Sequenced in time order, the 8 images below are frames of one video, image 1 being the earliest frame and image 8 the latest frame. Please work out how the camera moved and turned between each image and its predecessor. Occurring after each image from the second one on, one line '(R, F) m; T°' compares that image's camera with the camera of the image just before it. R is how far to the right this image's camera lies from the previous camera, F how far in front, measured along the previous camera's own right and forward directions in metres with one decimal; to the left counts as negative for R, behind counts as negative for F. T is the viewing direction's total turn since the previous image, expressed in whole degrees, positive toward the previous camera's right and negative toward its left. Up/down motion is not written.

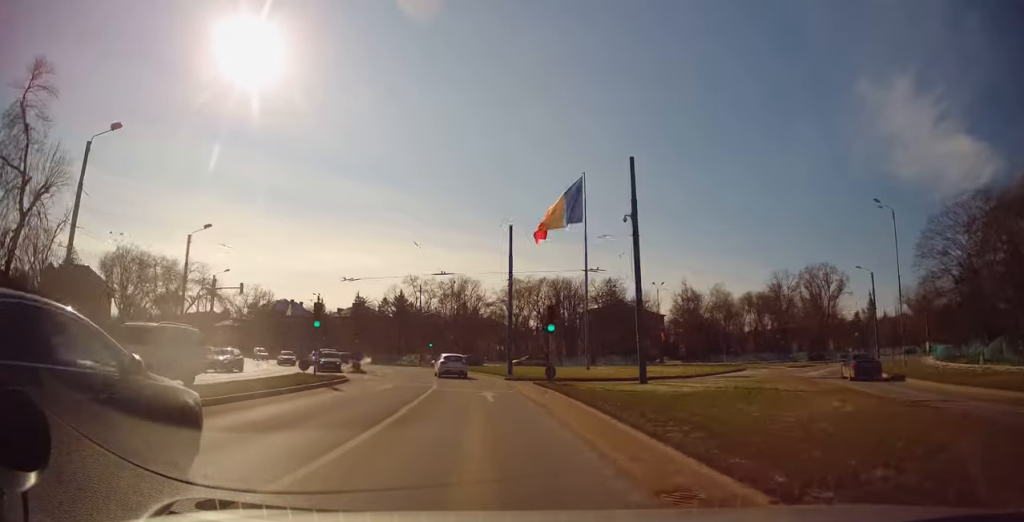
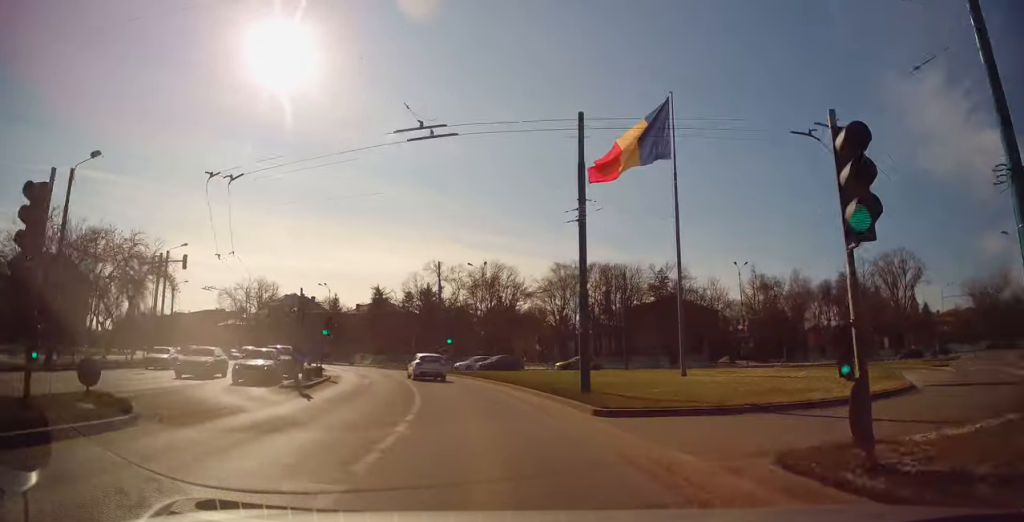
(-0.1, +17.1) m; -3°
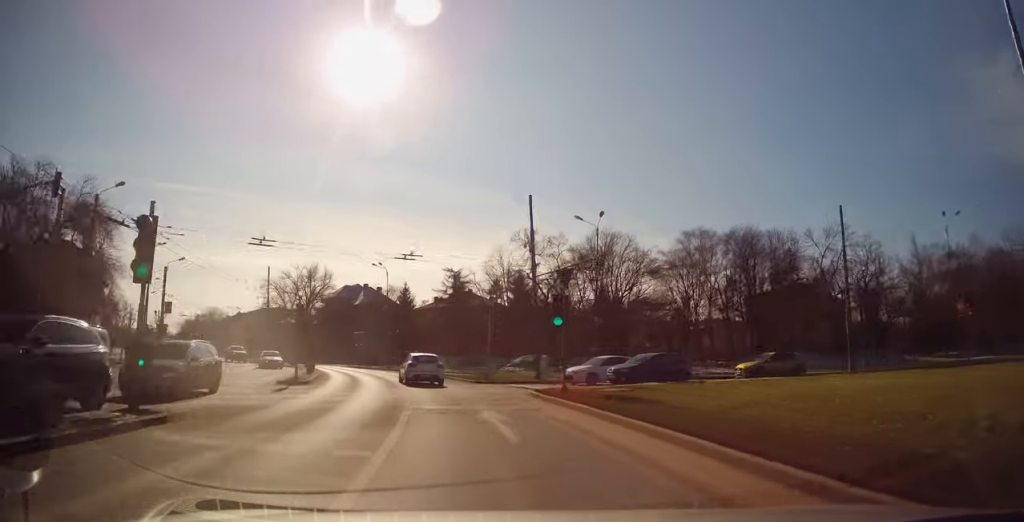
(-1.4, +21.7) m; -8°
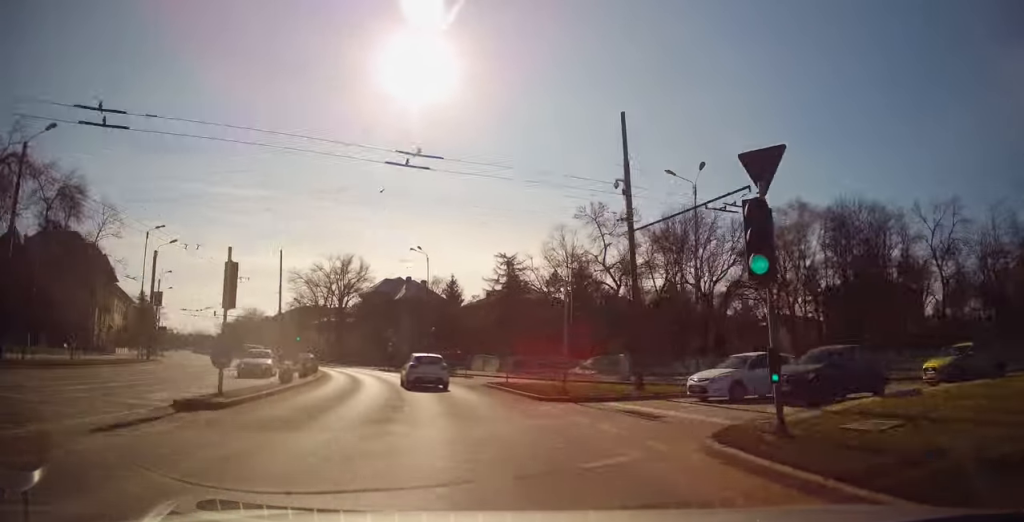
(-0.4, +10.7) m; -5°
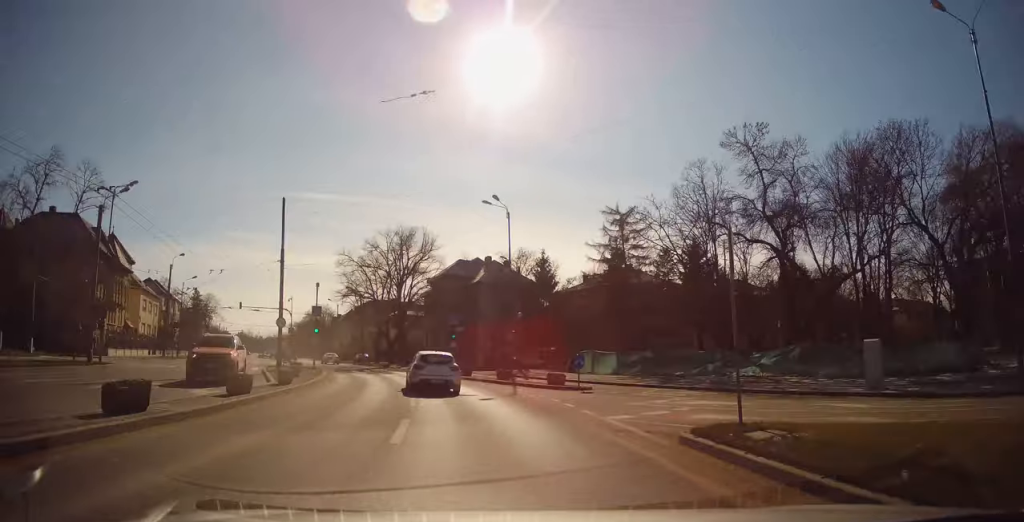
(-1.3, +17.2) m; -9°
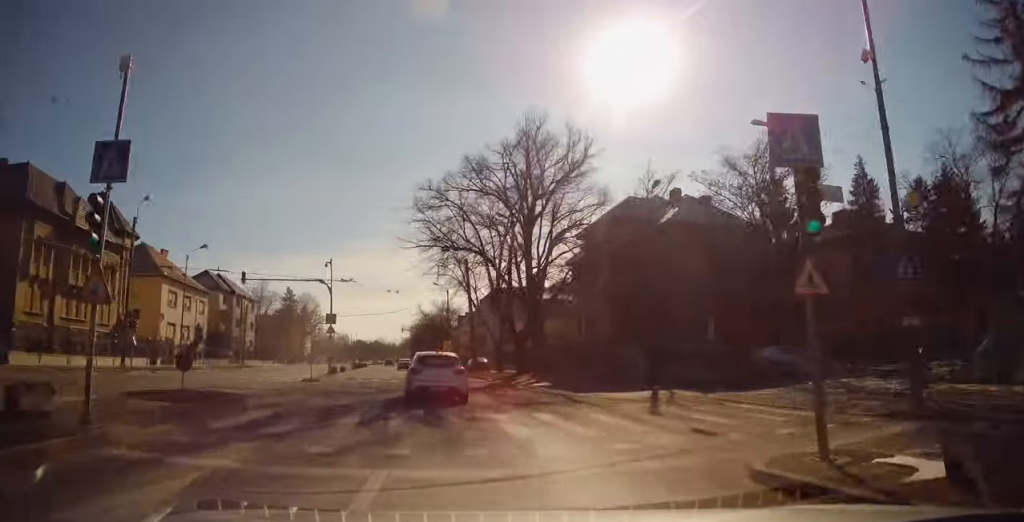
(-4.2, +29.7) m; -16°
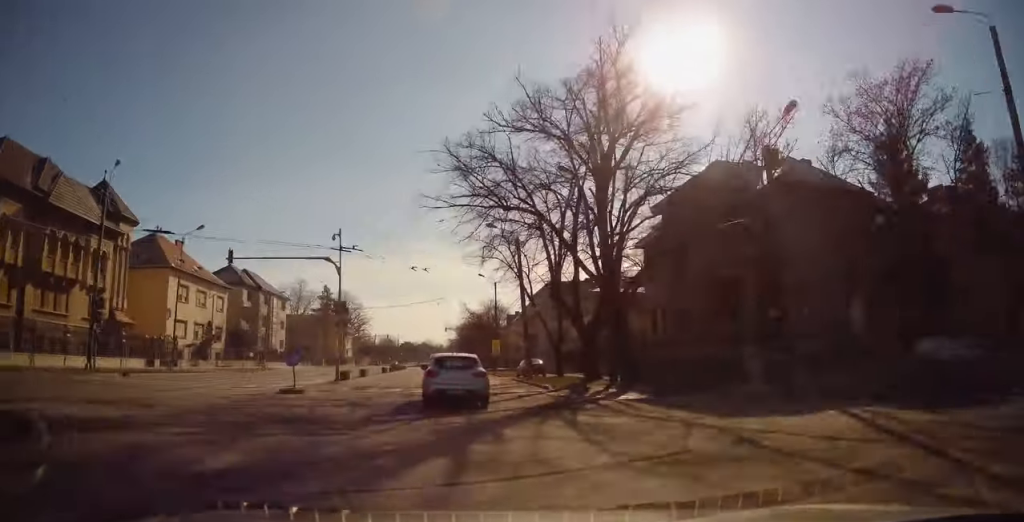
(-0.2, +8.6) m; -4°
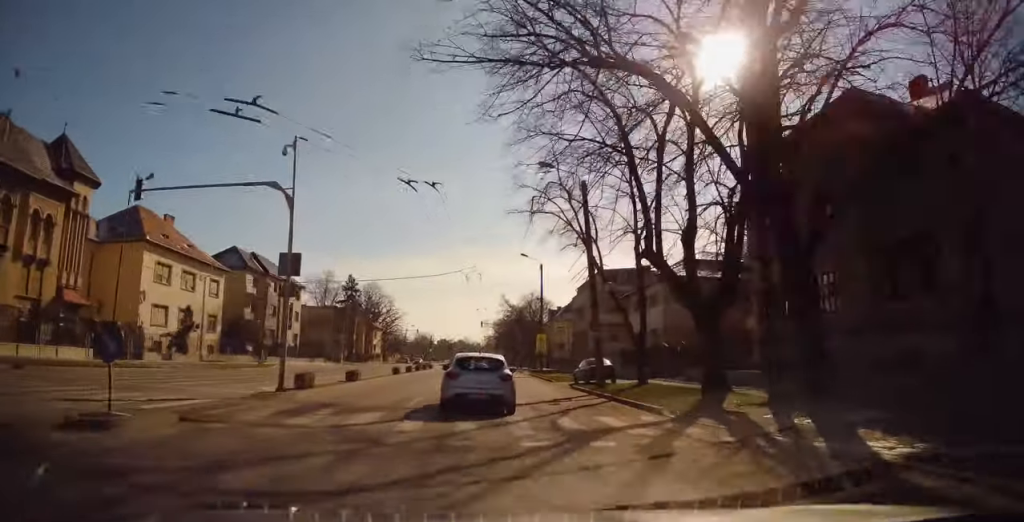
(-0.7, +11.3) m; -4°
